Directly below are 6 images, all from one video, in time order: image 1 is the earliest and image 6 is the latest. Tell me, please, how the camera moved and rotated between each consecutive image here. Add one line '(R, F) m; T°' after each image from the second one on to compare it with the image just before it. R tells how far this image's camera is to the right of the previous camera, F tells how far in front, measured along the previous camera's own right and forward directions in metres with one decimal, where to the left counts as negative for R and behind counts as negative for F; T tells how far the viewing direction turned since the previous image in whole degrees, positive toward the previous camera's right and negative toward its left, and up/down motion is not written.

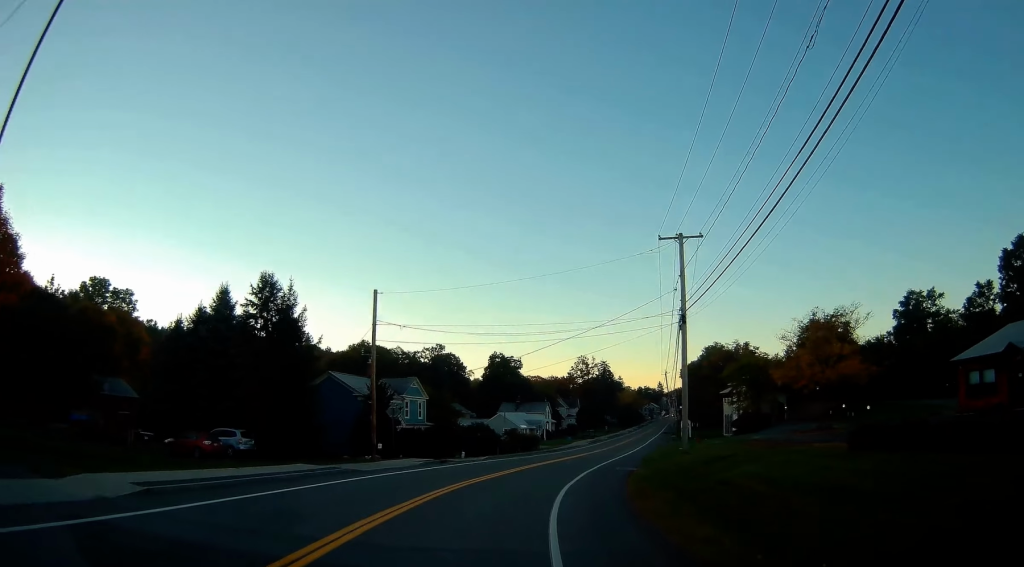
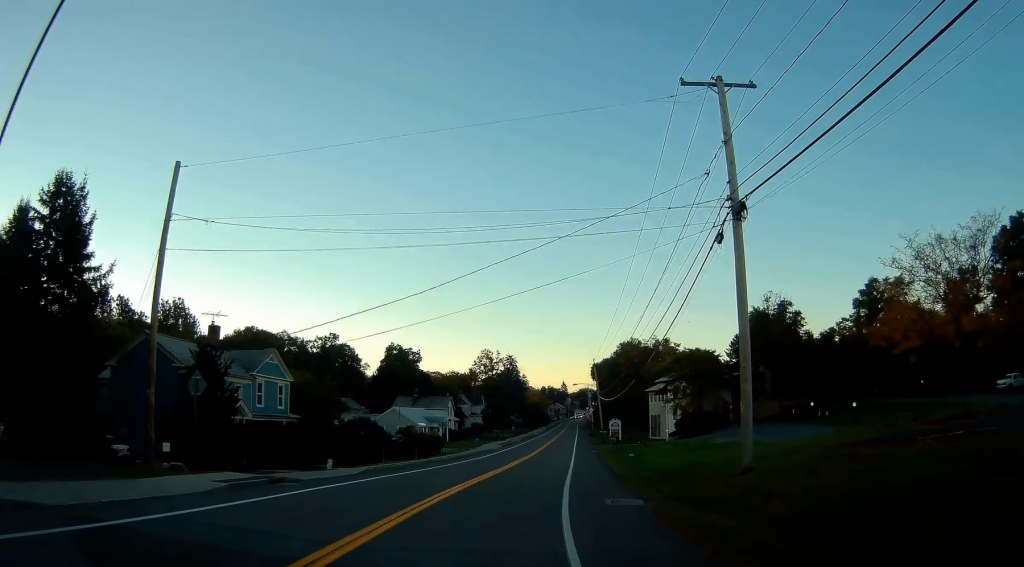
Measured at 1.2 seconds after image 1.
(+1.5, +16.4) m; +10°
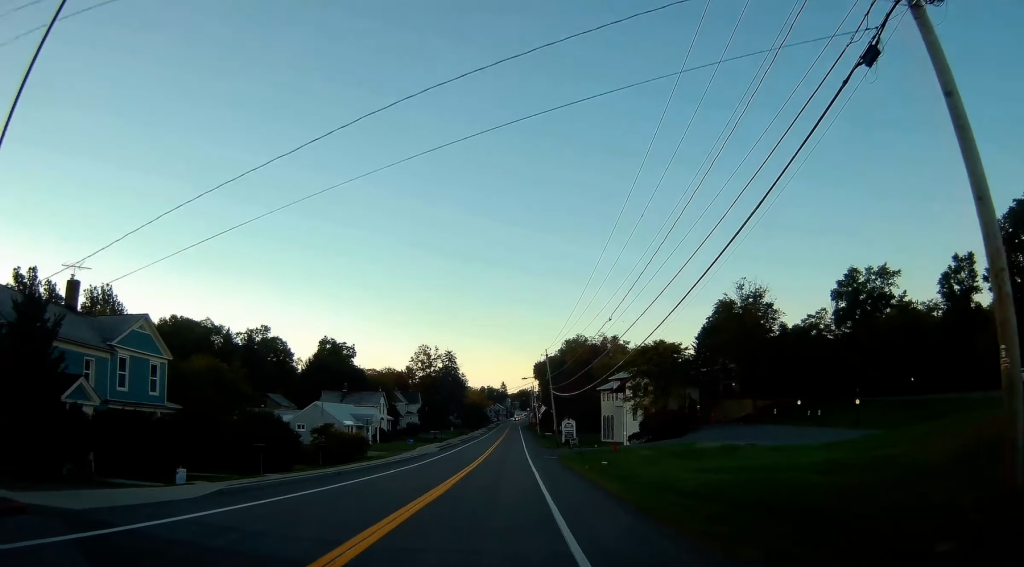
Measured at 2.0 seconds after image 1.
(+0.6, +10.6) m; +6°
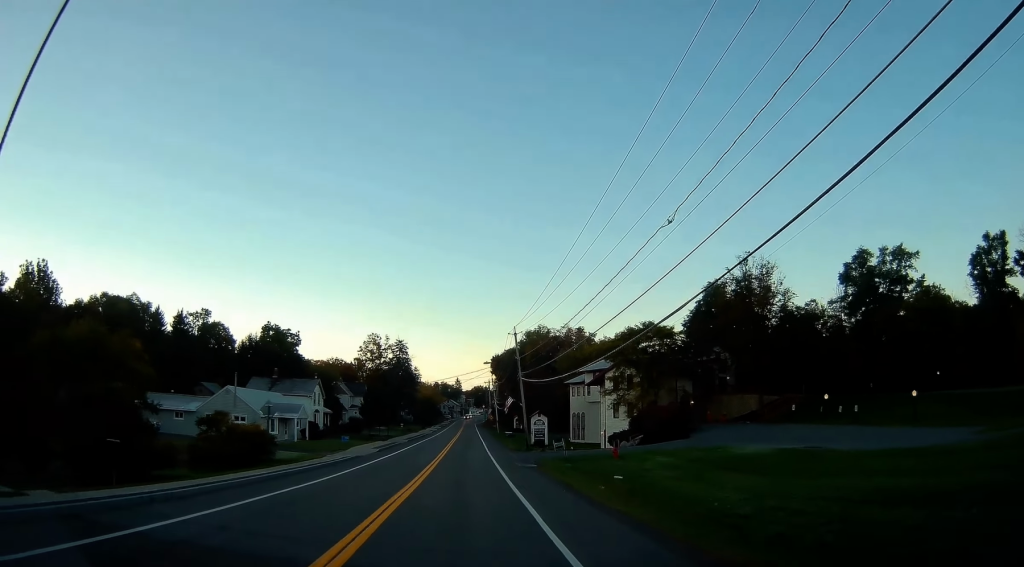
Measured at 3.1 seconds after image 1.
(+0.7, +13.8) m; +4°
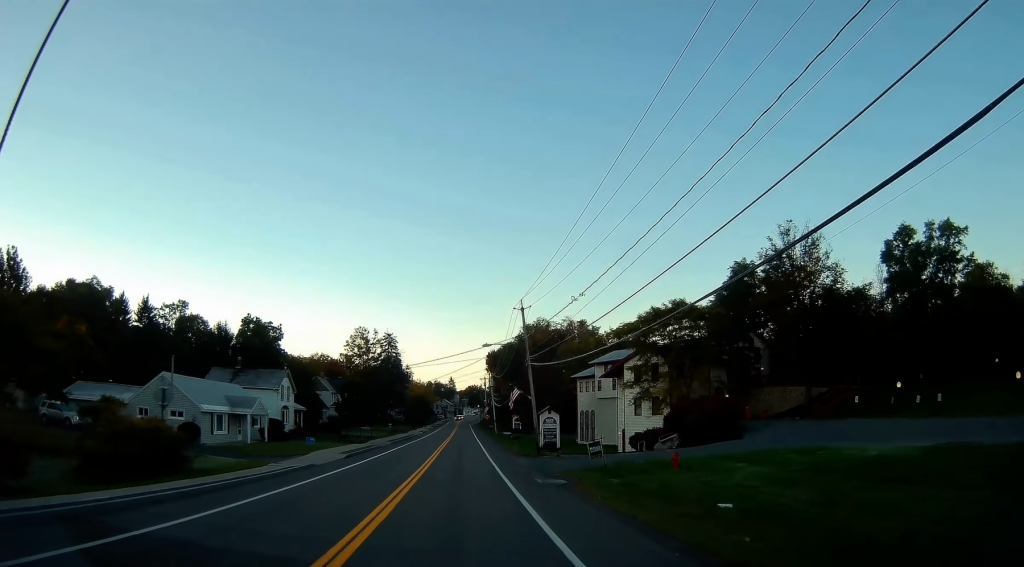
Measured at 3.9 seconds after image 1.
(+0.2, +11.2) m; +2°
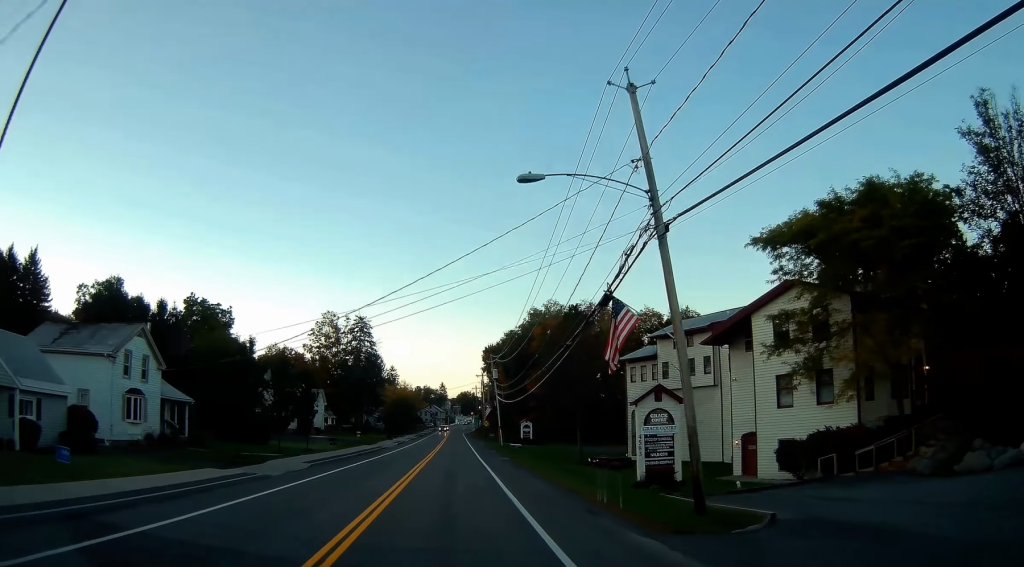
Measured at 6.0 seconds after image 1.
(+0.8, +29.4) m; +3°
